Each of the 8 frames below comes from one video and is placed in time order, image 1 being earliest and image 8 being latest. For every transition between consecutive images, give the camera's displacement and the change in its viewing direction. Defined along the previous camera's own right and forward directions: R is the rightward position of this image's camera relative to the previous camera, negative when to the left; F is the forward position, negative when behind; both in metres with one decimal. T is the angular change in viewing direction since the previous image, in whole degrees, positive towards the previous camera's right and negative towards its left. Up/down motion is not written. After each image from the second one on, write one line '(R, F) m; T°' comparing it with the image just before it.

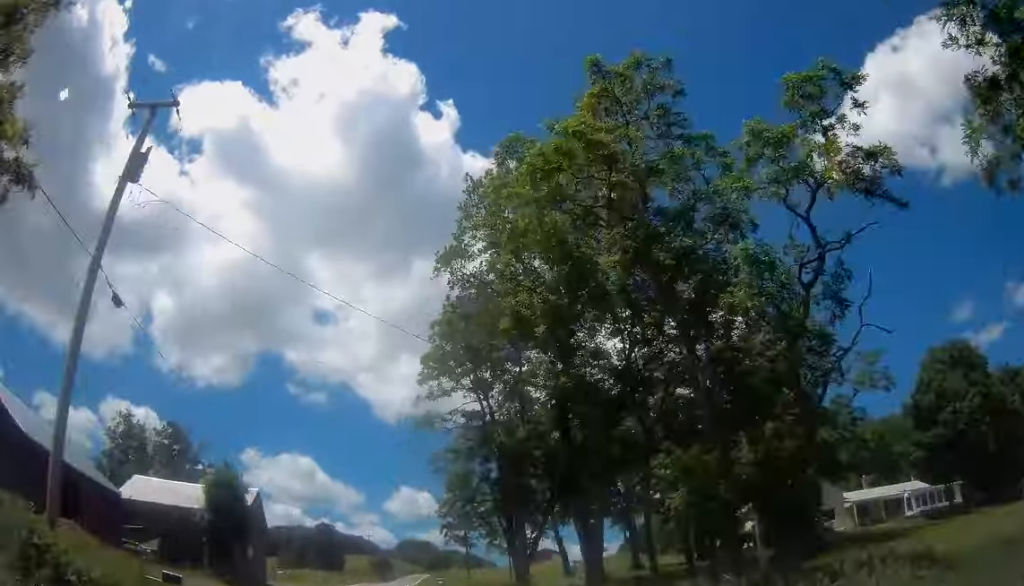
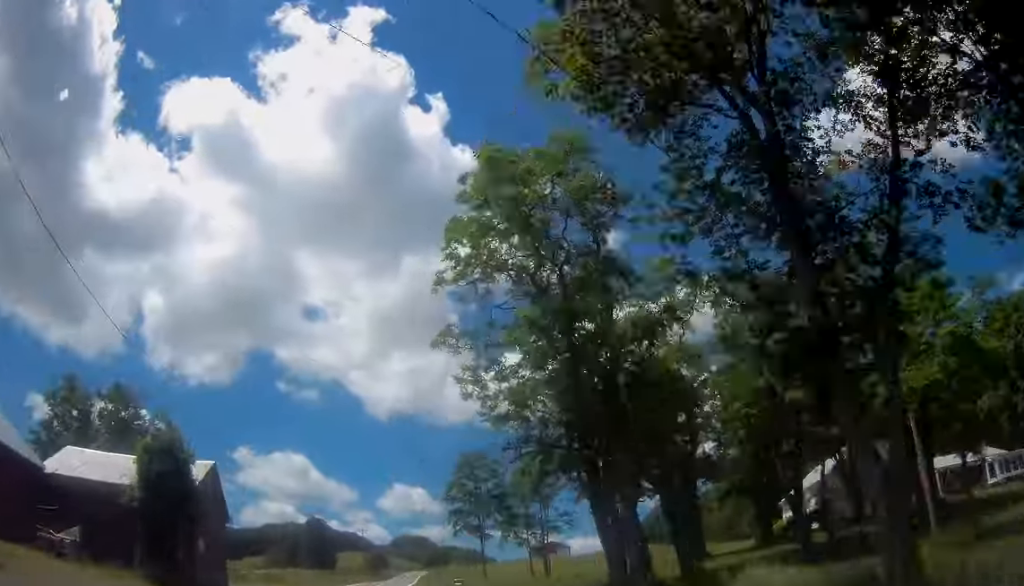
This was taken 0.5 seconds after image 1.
(-0.3, +11.6) m; 0°
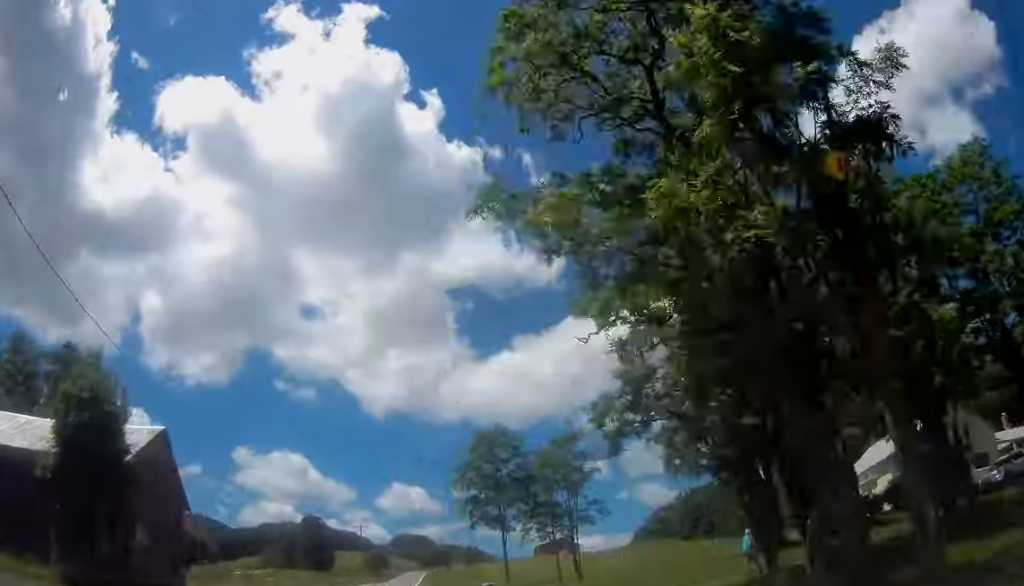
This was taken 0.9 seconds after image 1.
(0.0, +8.7) m; 0°
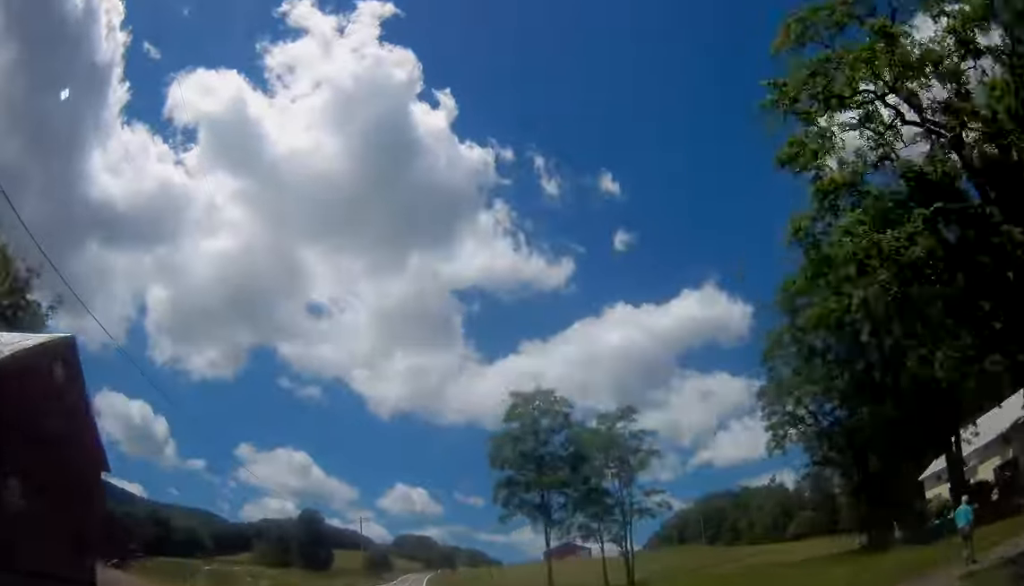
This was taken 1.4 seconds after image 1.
(+0.1, +10.0) m; +1°
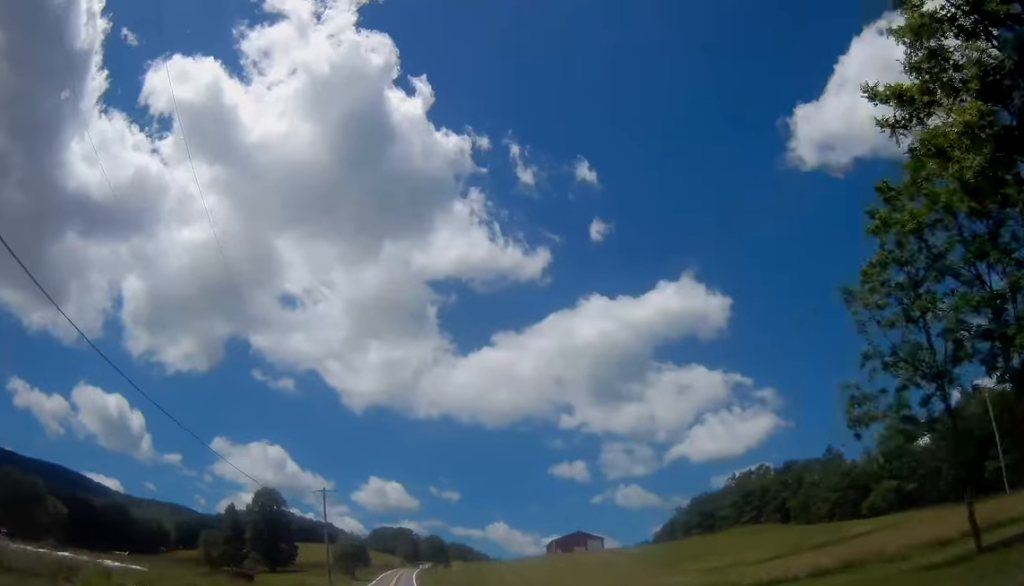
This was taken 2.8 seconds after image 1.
(+0.3, +29.0) m; +3°
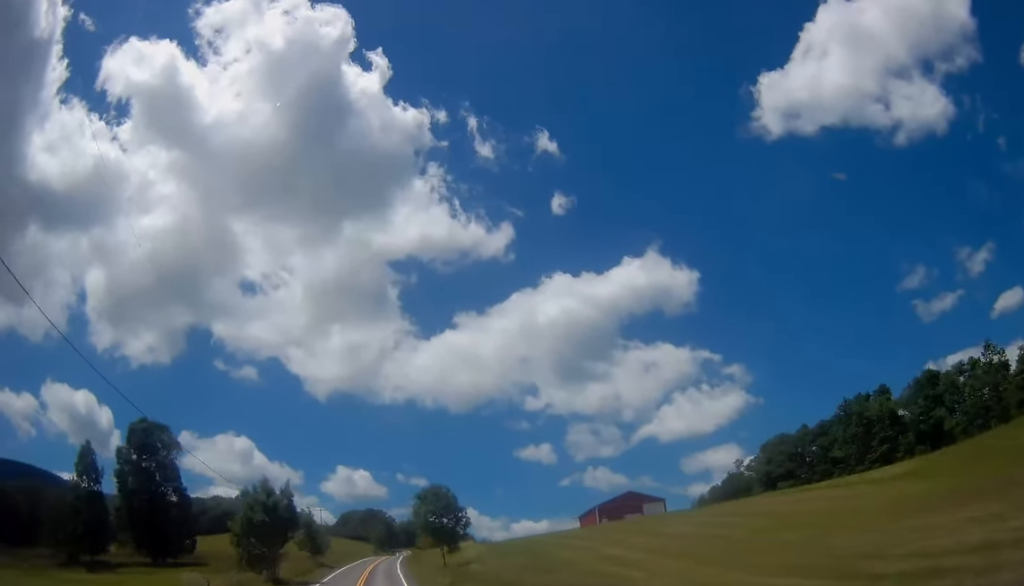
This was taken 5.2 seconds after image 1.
(+1.5, +49.9) m; +2°
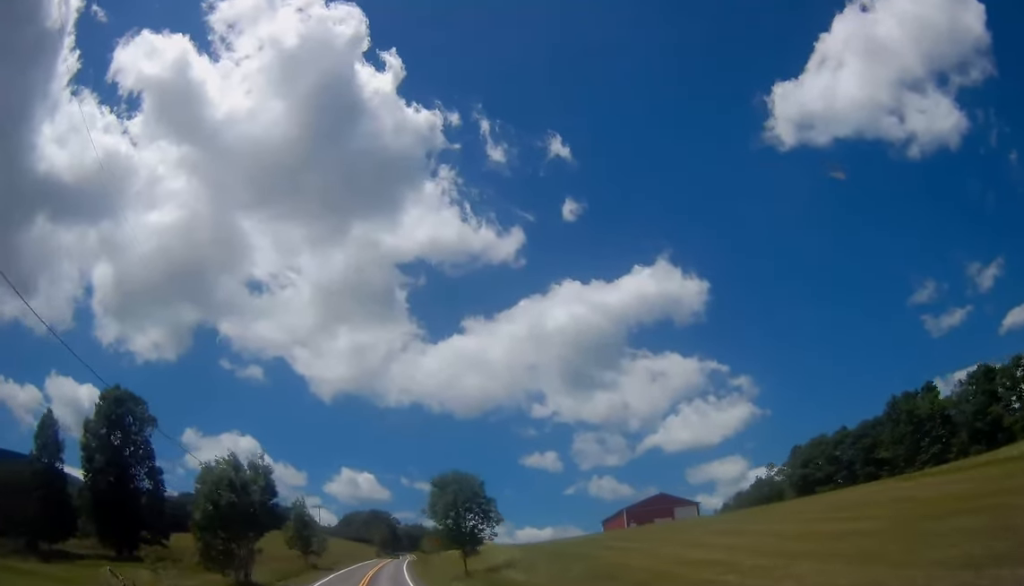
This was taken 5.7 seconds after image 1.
(+0.5, +10.4) m; 0°
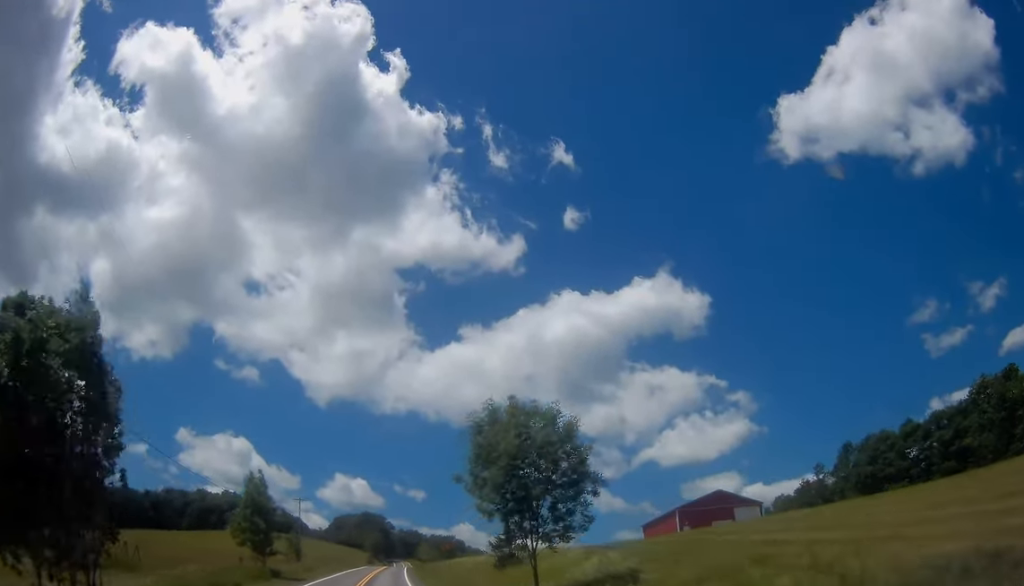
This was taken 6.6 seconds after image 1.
(-0.7, +19.3) m; 0°
